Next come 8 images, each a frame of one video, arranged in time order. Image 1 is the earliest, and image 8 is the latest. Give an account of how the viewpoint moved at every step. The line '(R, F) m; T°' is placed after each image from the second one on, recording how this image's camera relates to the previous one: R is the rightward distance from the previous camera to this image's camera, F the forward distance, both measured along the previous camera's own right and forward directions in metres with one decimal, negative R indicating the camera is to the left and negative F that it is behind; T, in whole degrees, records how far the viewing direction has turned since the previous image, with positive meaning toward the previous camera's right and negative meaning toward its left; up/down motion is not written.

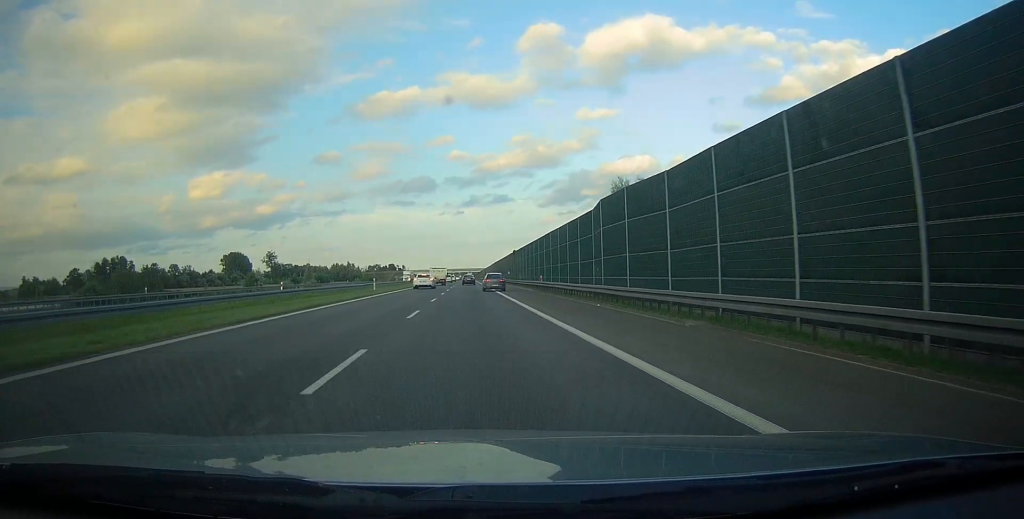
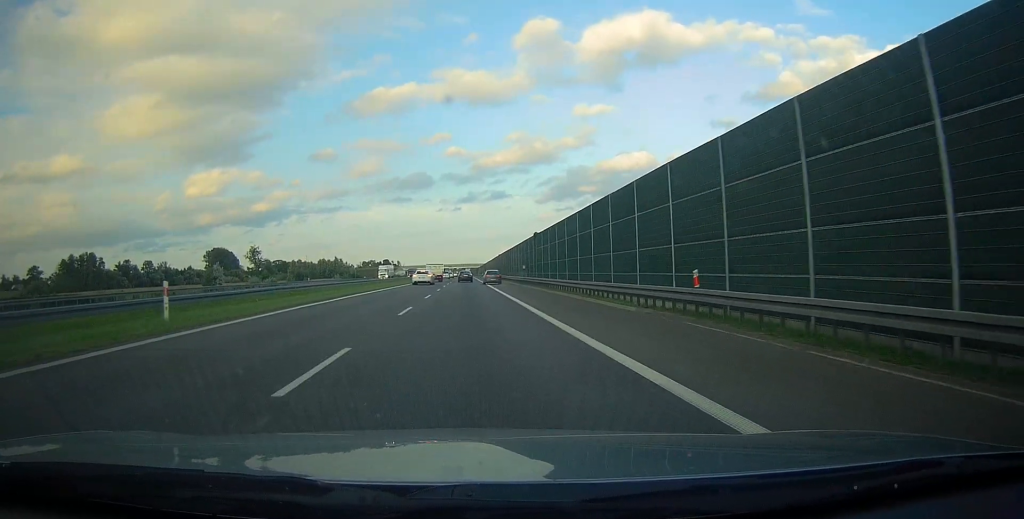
(0.0, +35.9) m; 0°
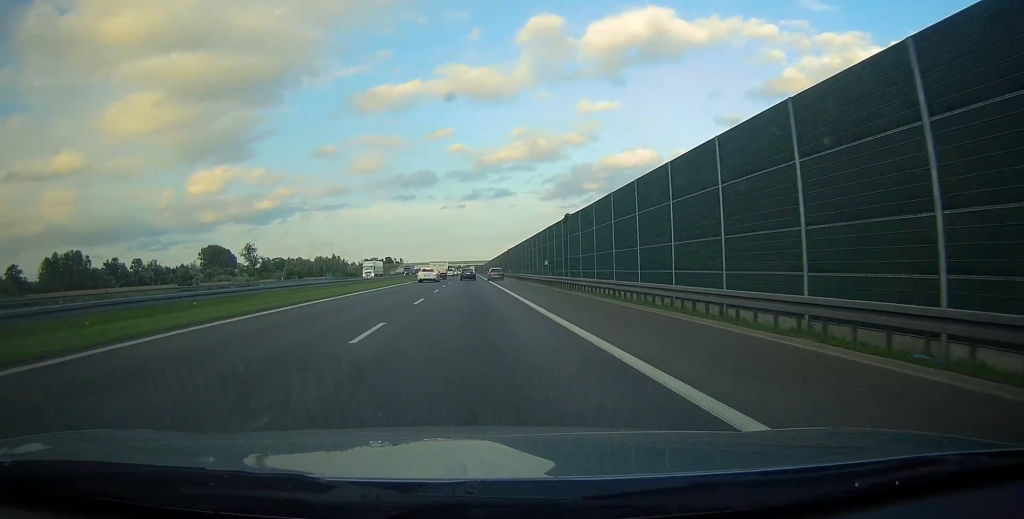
(0.0, +19.4) m; 0°
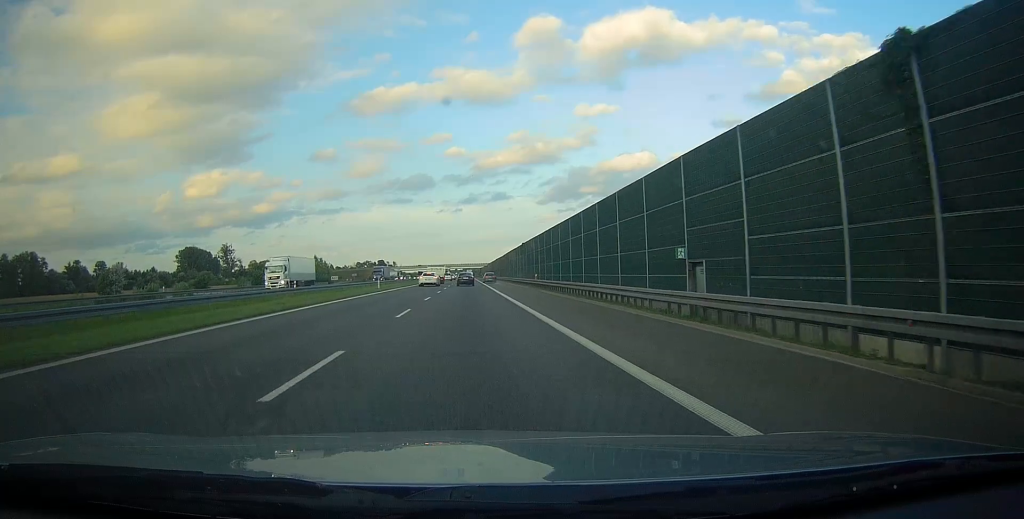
(0.0, +40.4) m; 0°
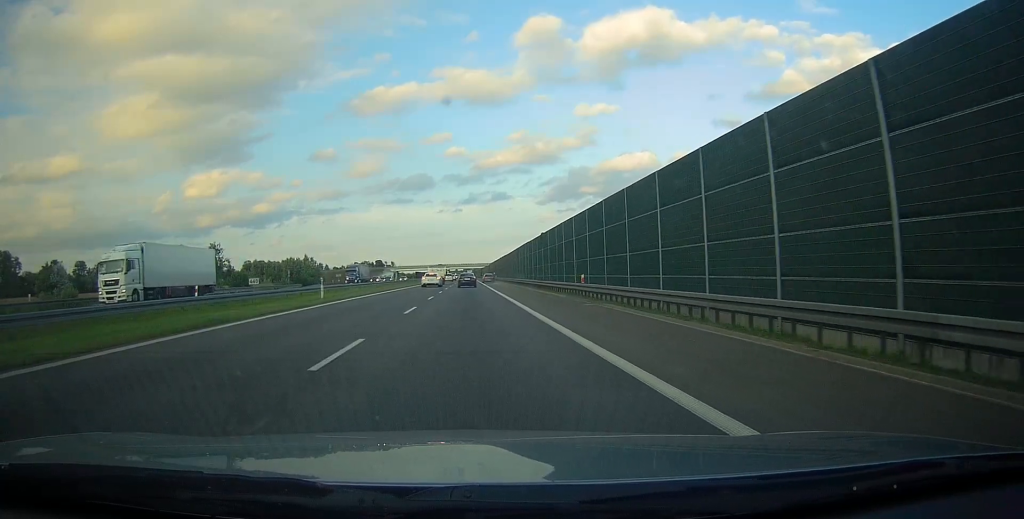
(0.0, +22.0) m; 0°
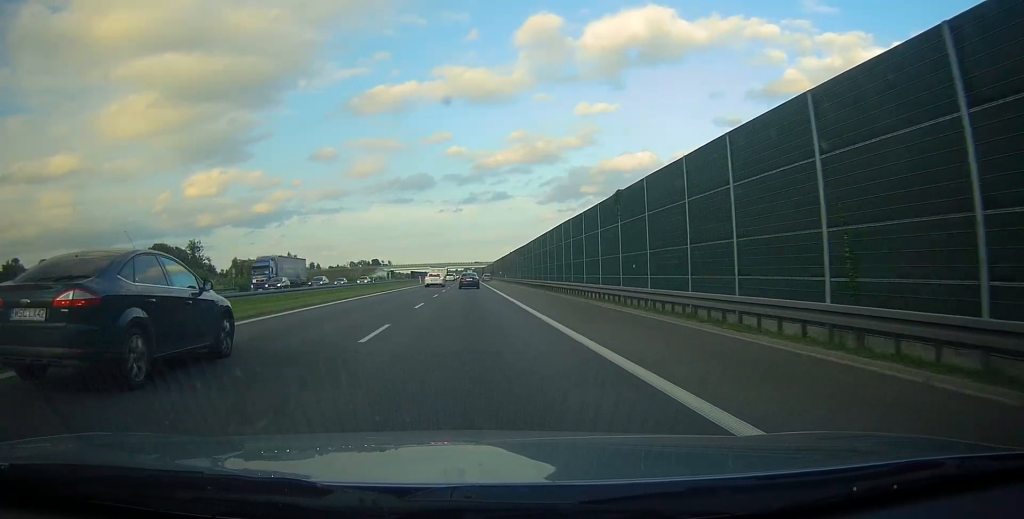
(0.0, +32.5) m; 0°
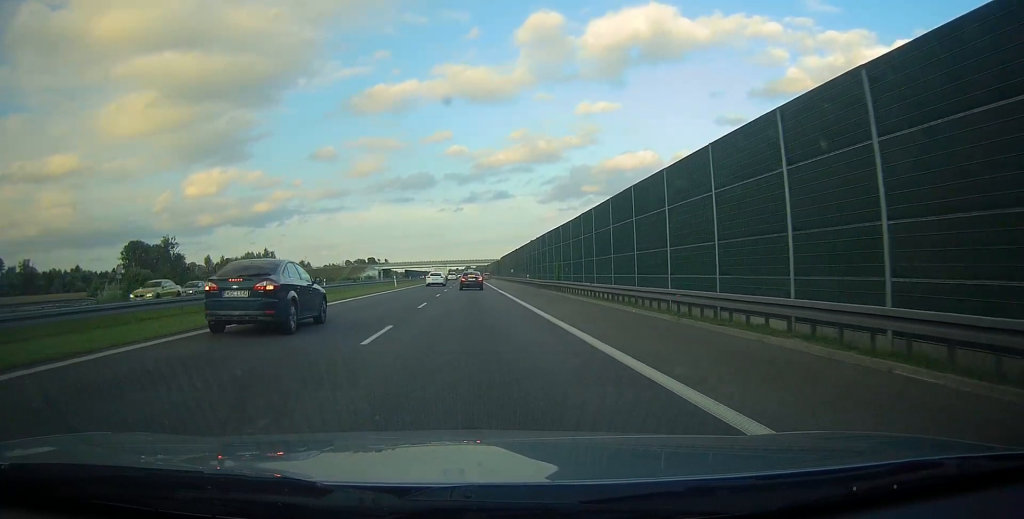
(0.0, +36.2) m; 0°
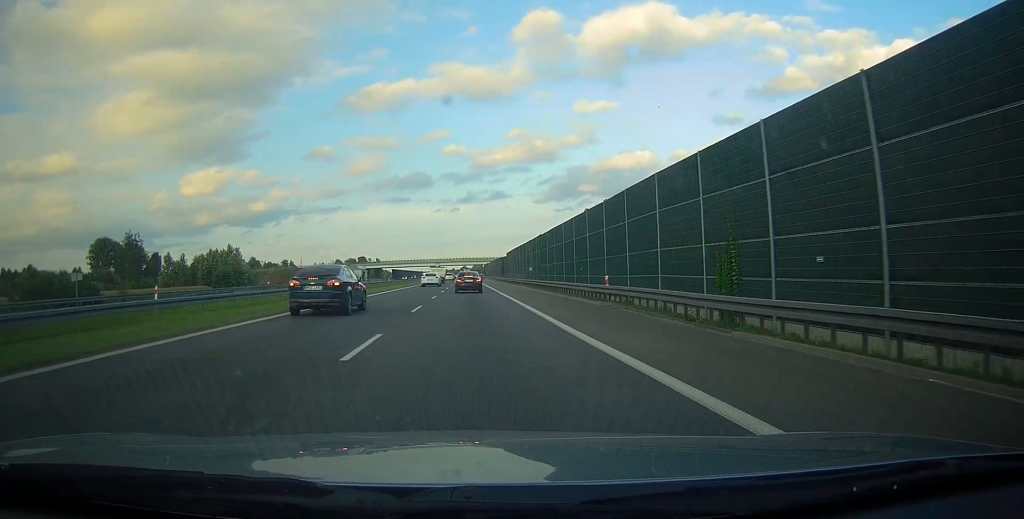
(+0.1, +37.5) m; 0°
